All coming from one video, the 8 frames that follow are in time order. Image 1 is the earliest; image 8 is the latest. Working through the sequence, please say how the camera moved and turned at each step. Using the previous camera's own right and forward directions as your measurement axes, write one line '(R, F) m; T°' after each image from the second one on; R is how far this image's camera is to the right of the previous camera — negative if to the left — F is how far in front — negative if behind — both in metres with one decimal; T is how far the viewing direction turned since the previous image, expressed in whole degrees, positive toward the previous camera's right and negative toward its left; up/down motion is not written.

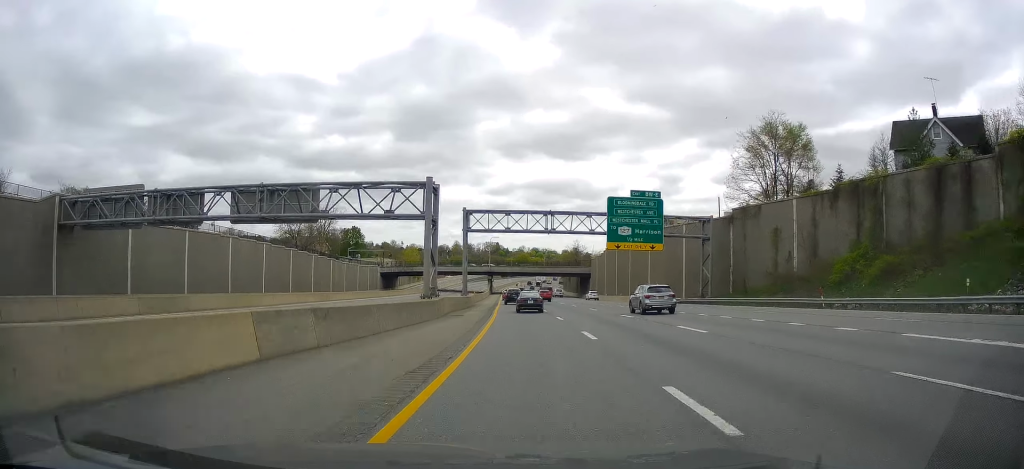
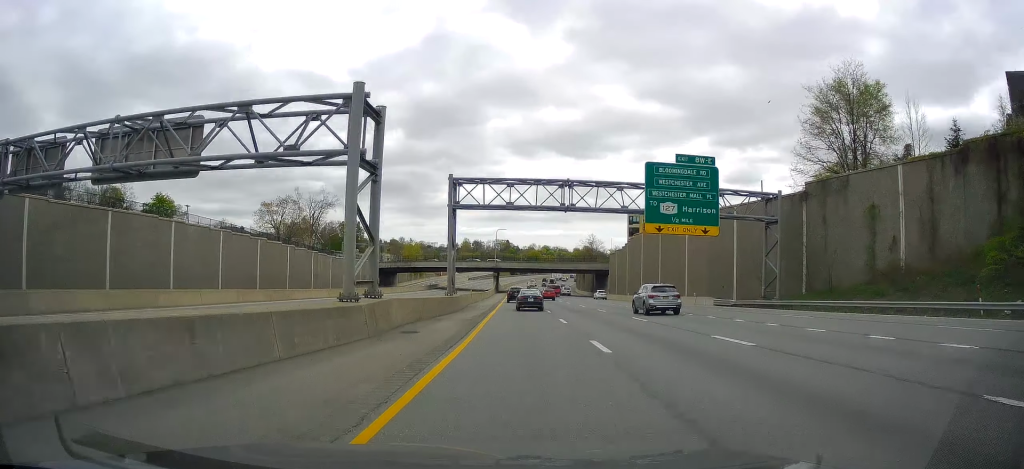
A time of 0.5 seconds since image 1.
(-0.3, +16.4) m; -2°
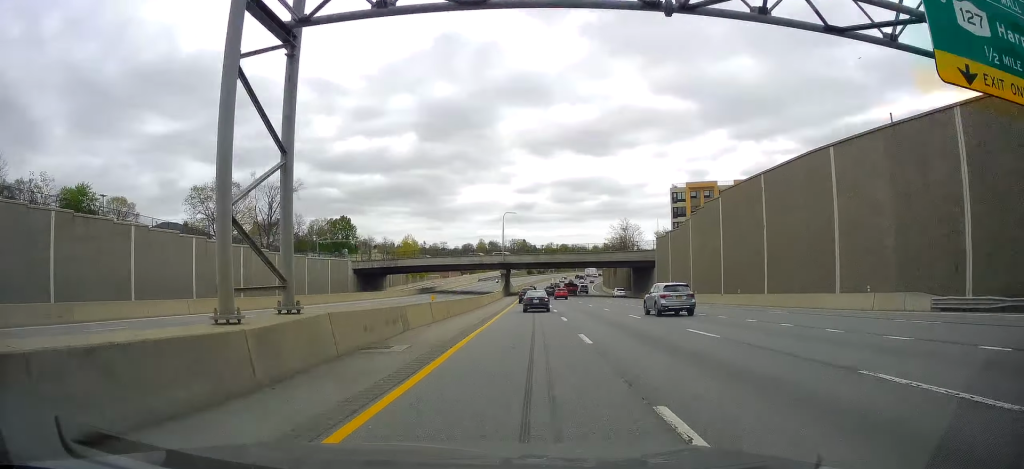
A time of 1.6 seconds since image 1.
(-0.7, +34.2) m; -2°
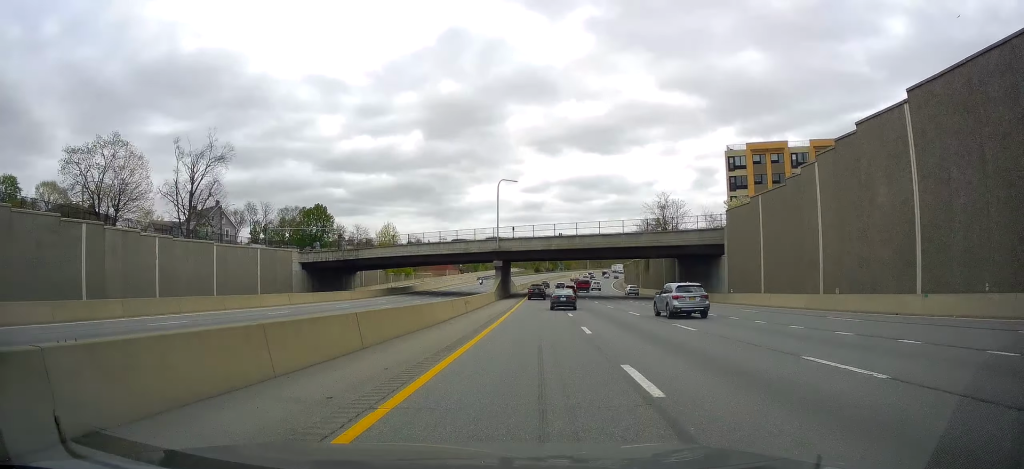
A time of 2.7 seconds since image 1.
(-0.6, +33.2) m; -2°
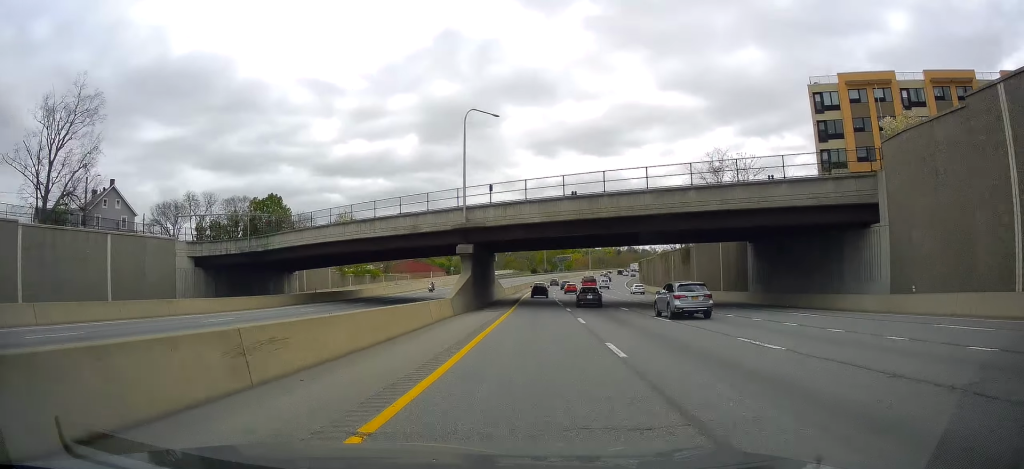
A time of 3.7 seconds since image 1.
(-0.2, +31.9) m; -1°
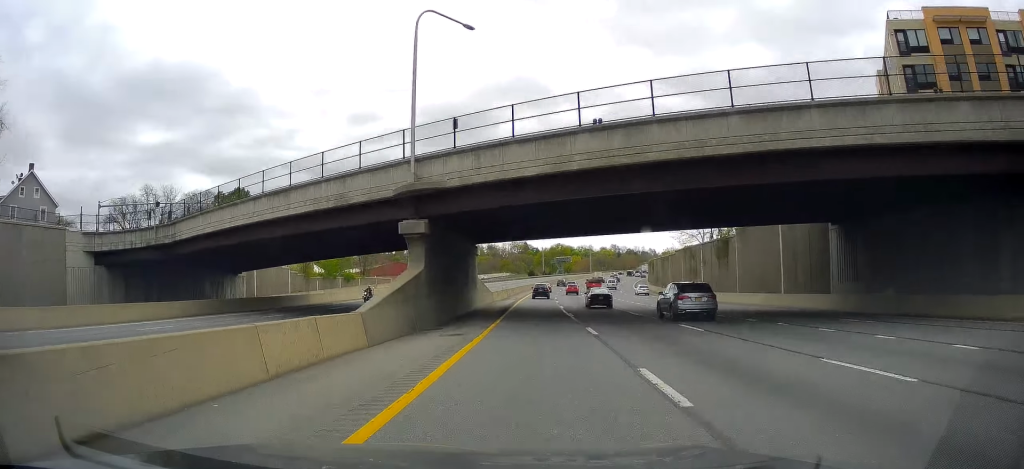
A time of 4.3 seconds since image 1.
(-0.1, +17.5) m; 0°
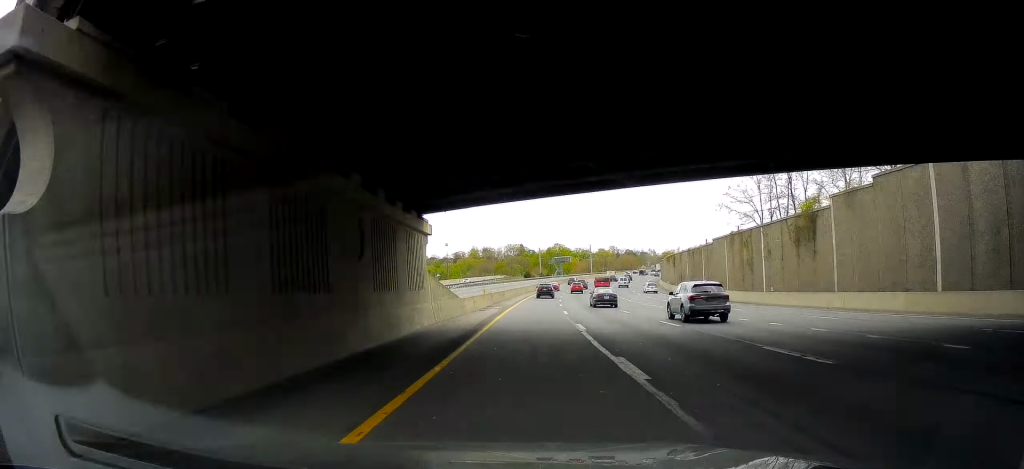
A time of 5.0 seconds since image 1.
(+0.1, +21.7) m; 0°
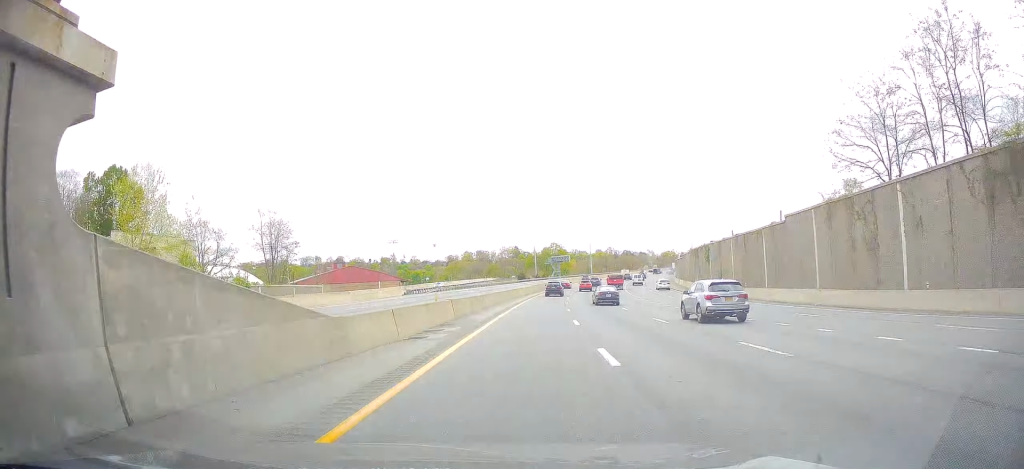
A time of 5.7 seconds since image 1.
(0.0, +22.8) m; 0°
